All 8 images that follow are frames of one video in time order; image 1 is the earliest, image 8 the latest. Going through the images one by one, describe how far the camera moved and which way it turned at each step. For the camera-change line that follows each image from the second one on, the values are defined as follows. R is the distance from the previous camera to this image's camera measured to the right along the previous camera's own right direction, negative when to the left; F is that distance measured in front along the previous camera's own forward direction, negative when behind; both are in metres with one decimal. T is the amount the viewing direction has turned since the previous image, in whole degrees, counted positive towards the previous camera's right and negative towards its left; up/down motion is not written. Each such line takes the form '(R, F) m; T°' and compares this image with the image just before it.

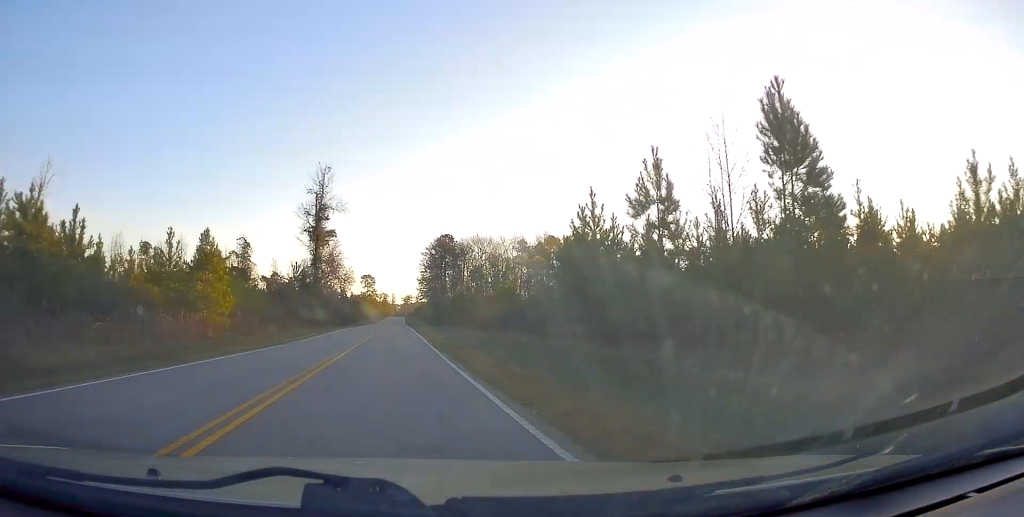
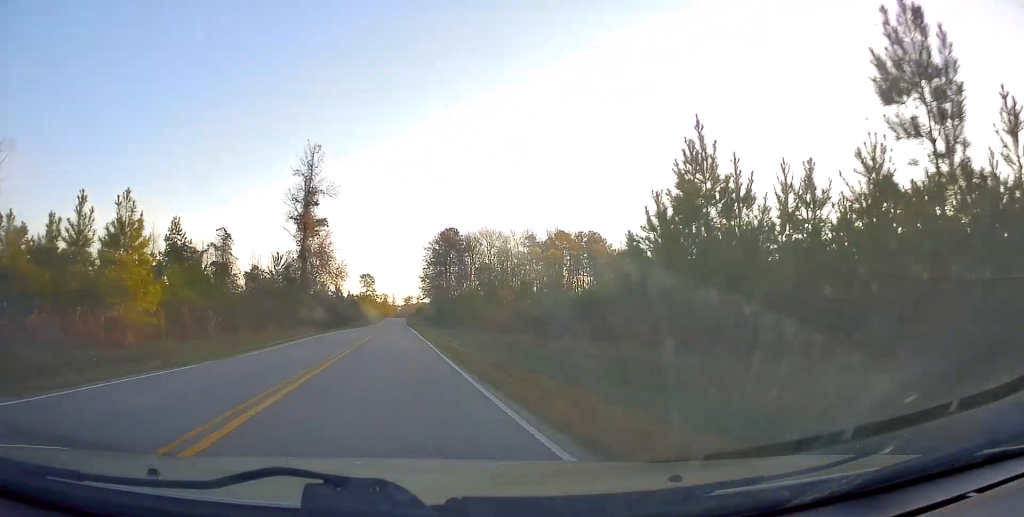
(+0.1, +9.8) m; 0°
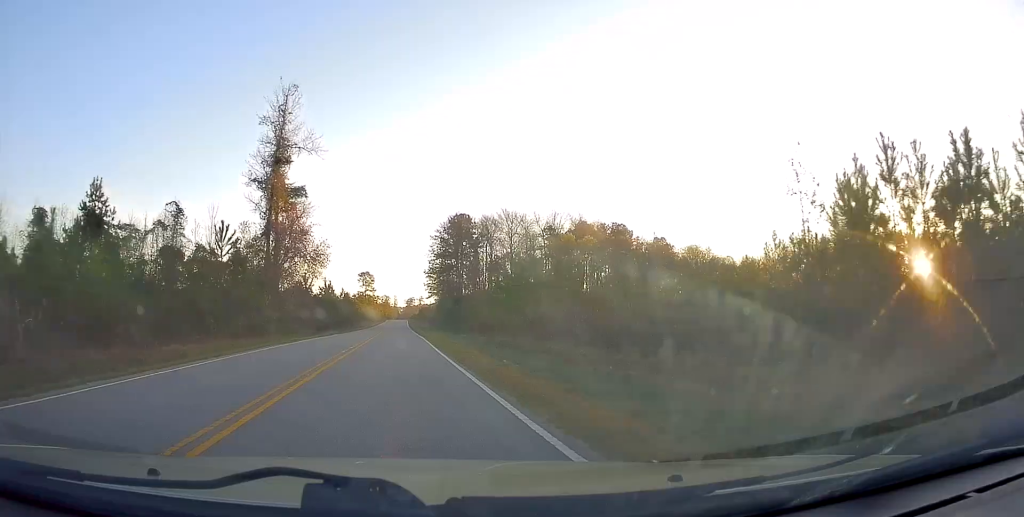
(0.0, +17.2) m; 0°
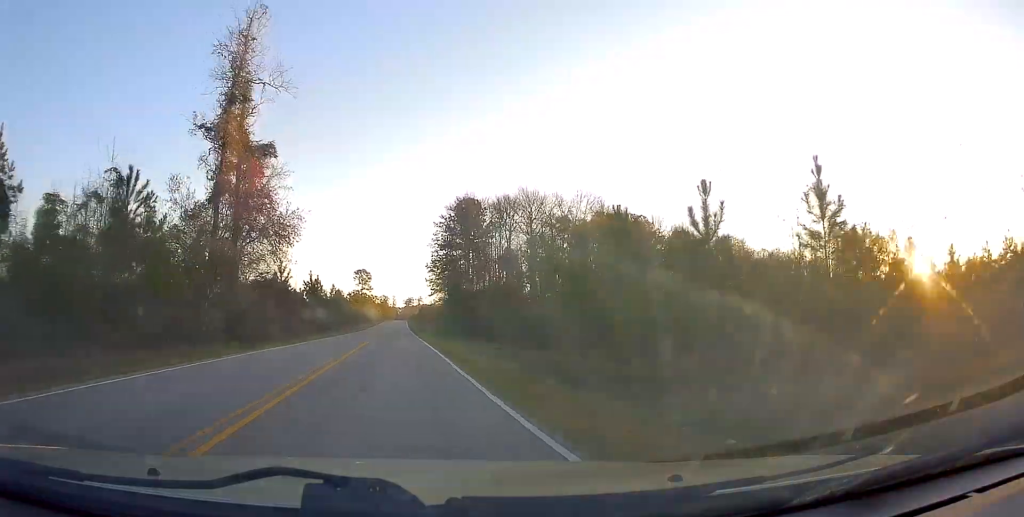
(-0.2, +12.8) m; 0°
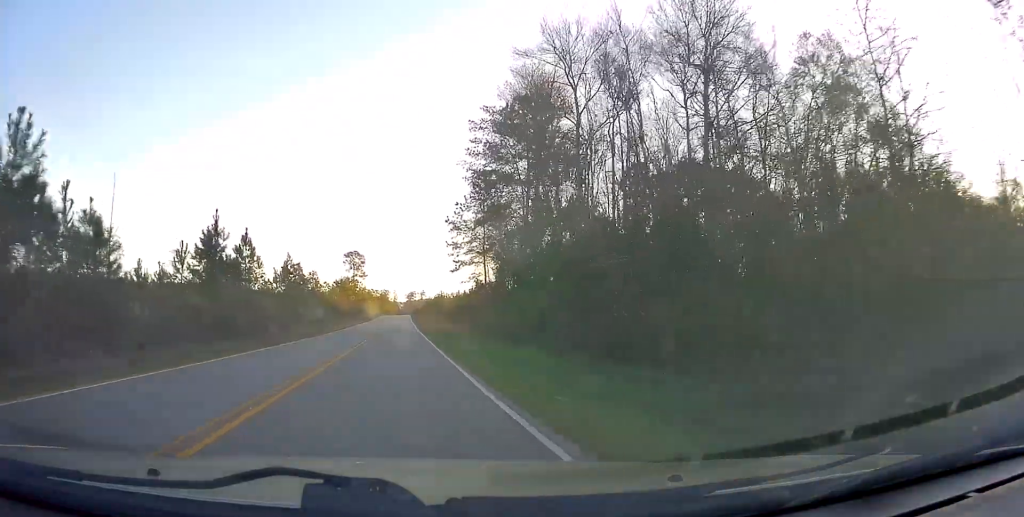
(+0.6, +39.0) m; 0°
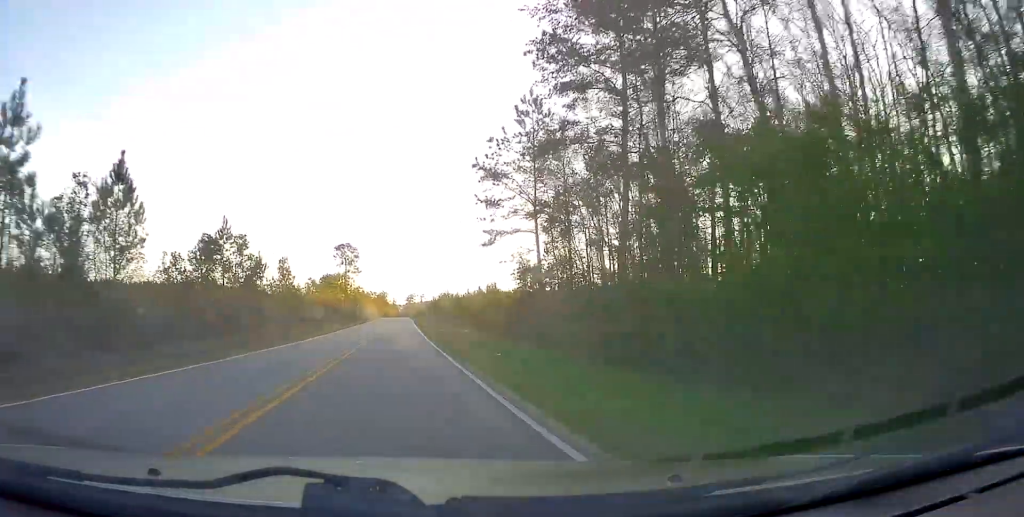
(-0.2, +20.7) m; -1°
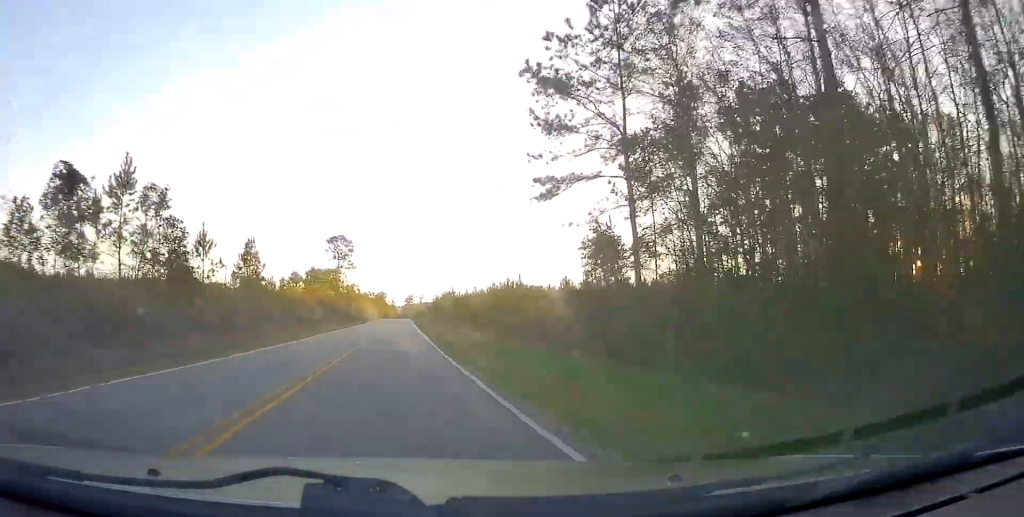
(-0.1, +13.6) m; 0°
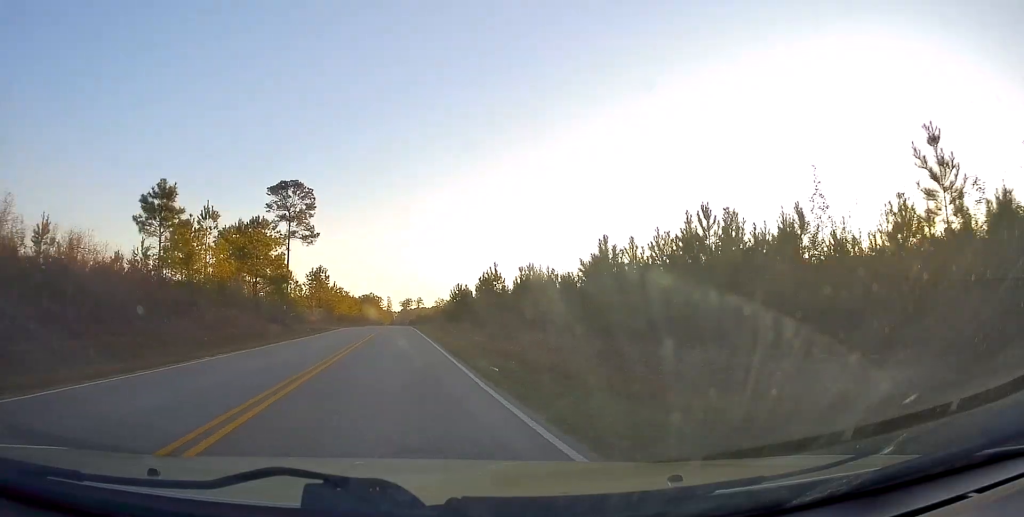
(+1.1, +49.6) m; +1°
